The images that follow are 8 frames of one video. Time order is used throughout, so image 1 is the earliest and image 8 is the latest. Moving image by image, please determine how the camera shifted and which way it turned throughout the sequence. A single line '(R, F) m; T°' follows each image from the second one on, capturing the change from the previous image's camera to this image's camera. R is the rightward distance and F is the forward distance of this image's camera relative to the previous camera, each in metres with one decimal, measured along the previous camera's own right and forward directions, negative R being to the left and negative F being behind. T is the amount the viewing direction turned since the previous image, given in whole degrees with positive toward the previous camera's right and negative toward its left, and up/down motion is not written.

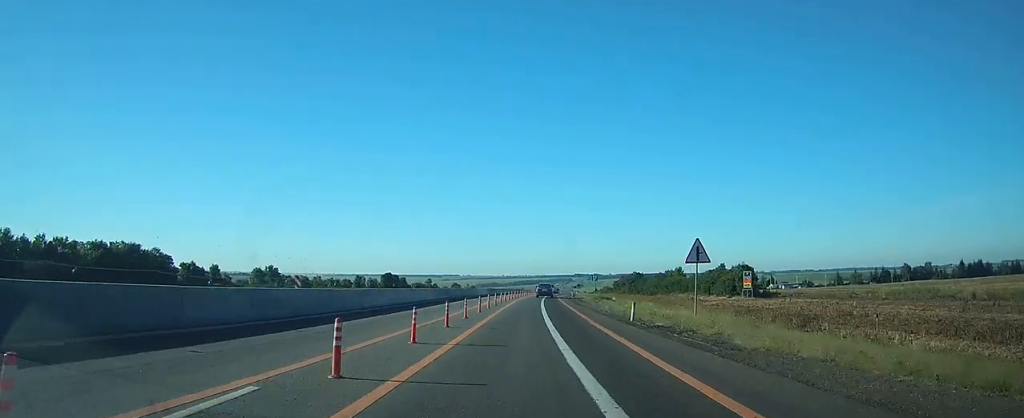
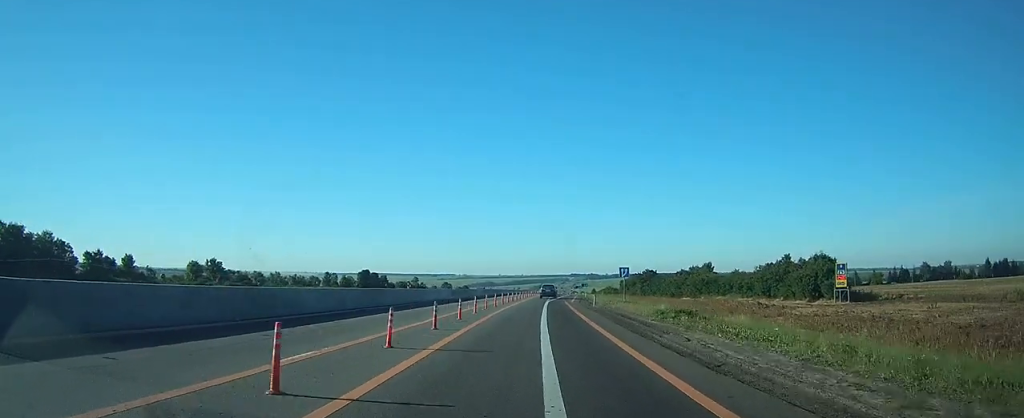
(+0.2, +30.9) m; +1°
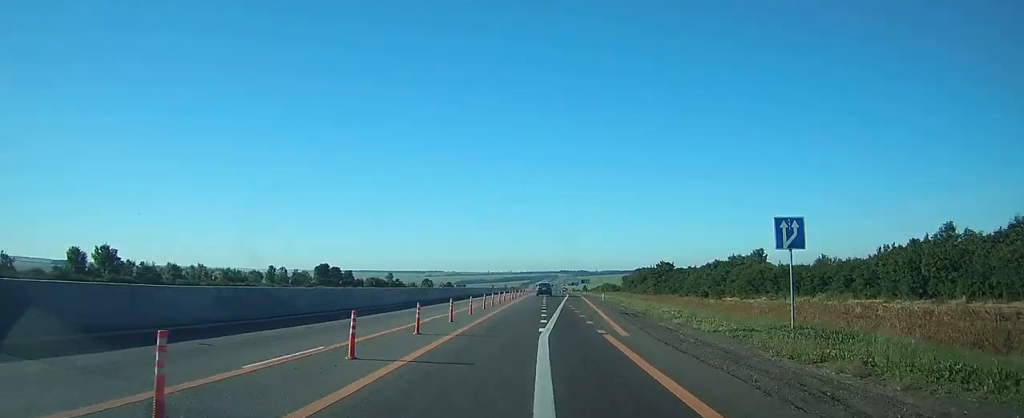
(+0.2, +36.6) m; +1°
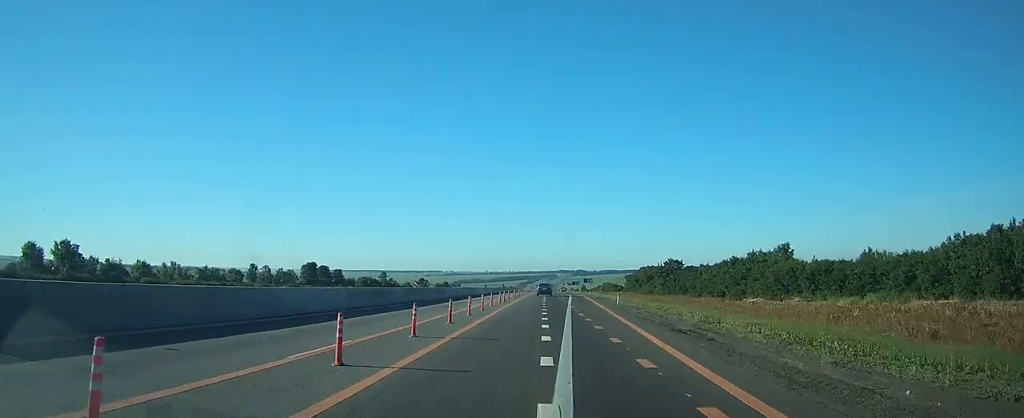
(+0.1, +10.8) m; 0°
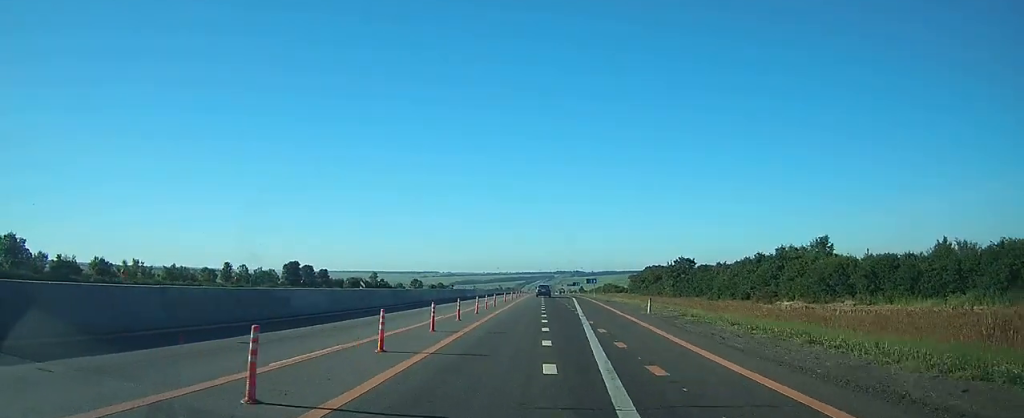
(0.0, +12.8) m; 0°
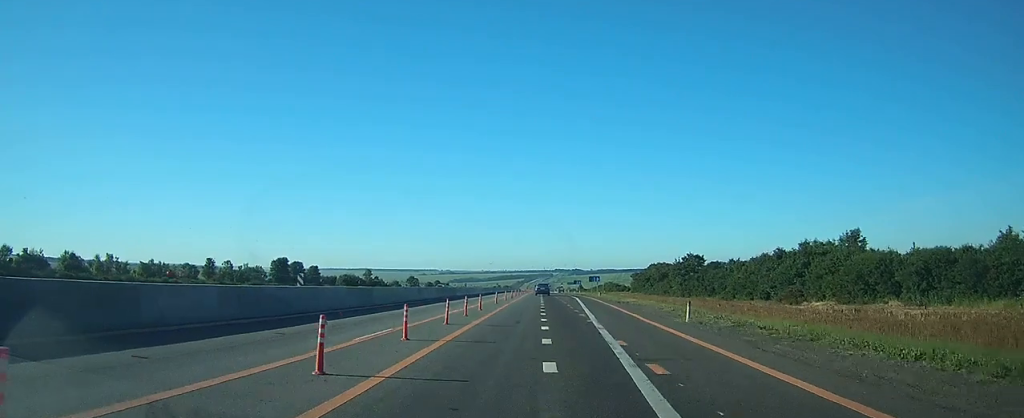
(0.0, +8.1) m; 0°
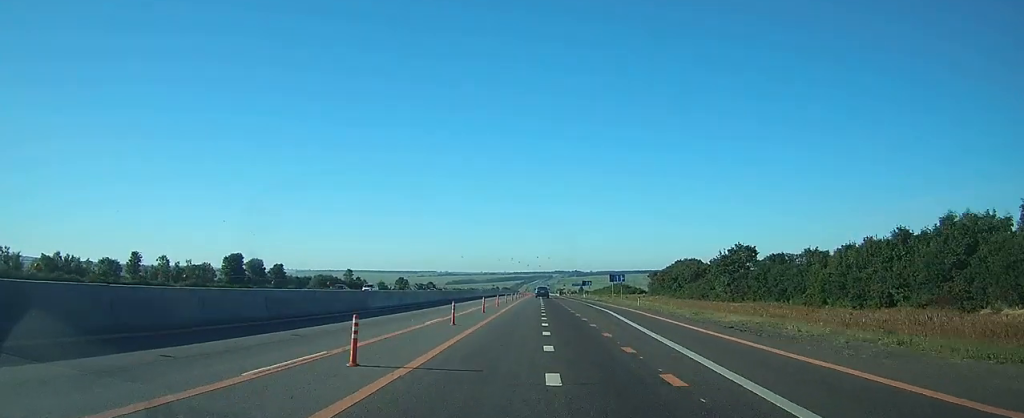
(+0.1, +29.0) m; 0°
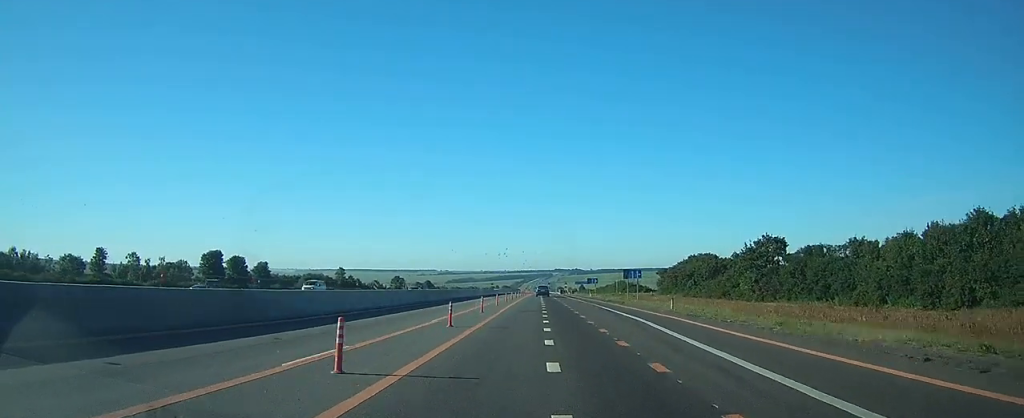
(0.0, +10.9) m; 0°
